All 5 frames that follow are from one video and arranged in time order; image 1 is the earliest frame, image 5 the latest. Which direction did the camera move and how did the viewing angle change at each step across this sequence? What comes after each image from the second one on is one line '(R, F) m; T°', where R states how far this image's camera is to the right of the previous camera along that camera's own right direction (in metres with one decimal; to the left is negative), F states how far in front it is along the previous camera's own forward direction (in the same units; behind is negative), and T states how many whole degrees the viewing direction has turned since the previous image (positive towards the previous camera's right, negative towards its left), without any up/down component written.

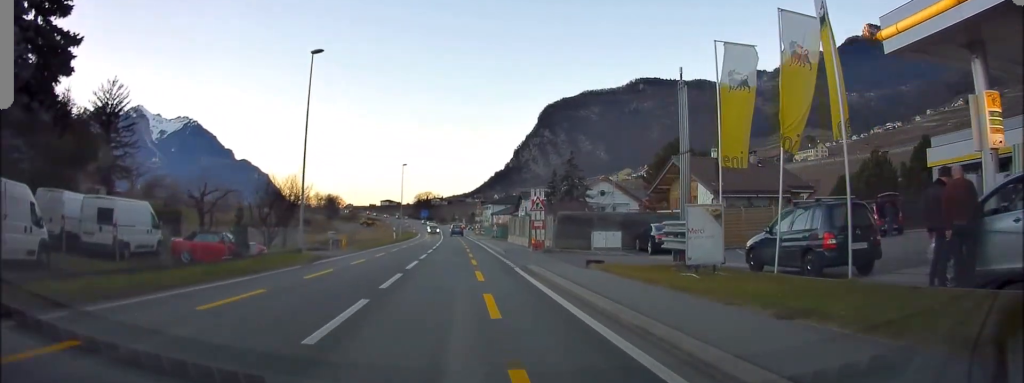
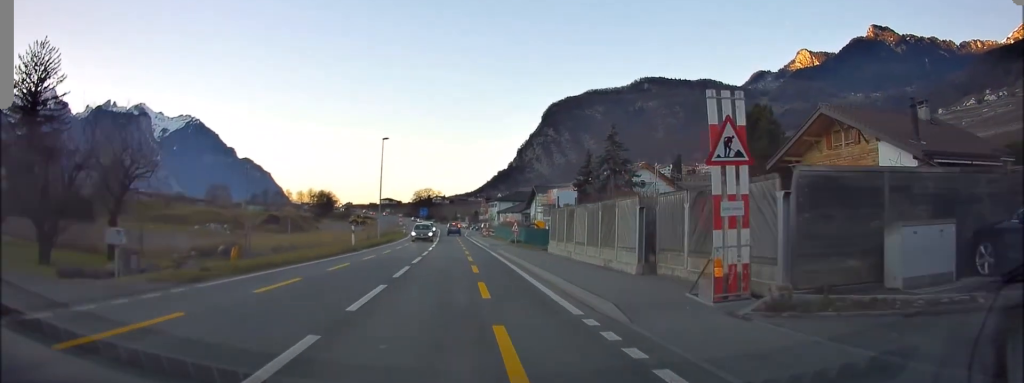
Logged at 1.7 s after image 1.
(-0.2, +20.8) m; 0°
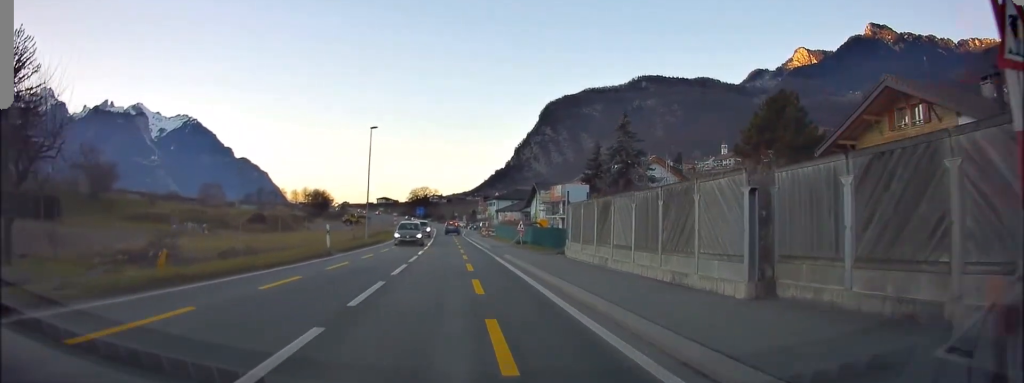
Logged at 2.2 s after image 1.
(+0.1, +5.8) m; 0°
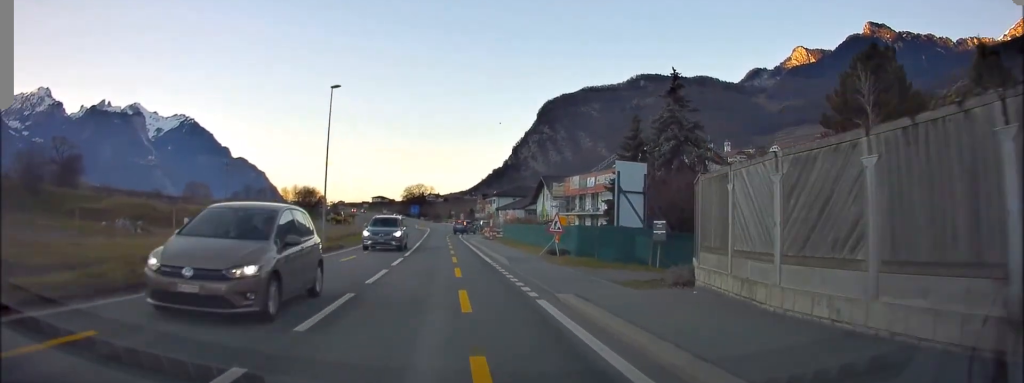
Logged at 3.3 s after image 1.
(-0.2, +14.2) m; 0°
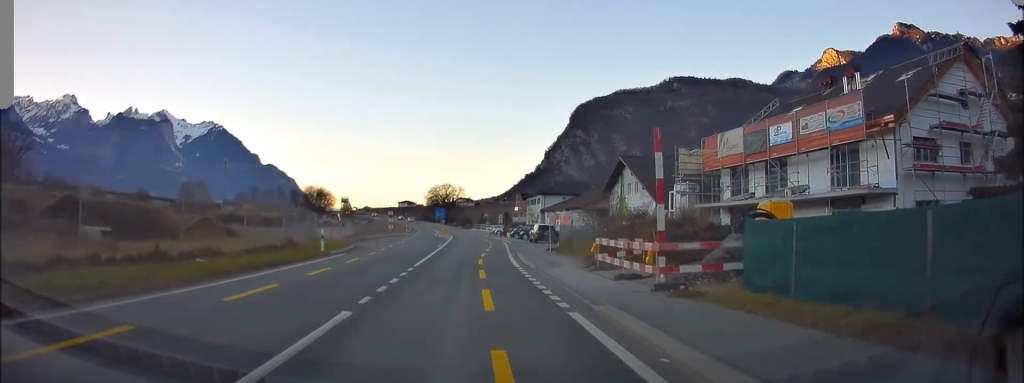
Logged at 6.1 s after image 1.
(-0.2, +35.3) m; -3°
